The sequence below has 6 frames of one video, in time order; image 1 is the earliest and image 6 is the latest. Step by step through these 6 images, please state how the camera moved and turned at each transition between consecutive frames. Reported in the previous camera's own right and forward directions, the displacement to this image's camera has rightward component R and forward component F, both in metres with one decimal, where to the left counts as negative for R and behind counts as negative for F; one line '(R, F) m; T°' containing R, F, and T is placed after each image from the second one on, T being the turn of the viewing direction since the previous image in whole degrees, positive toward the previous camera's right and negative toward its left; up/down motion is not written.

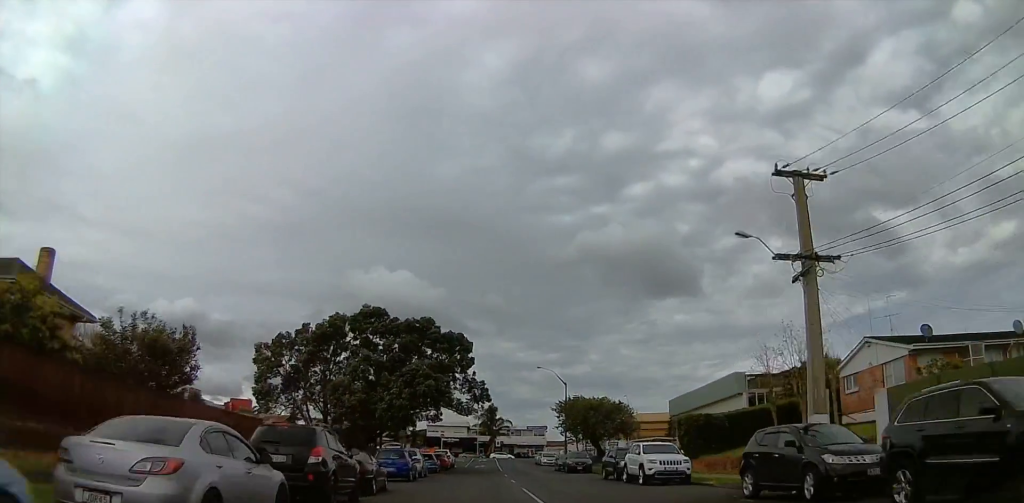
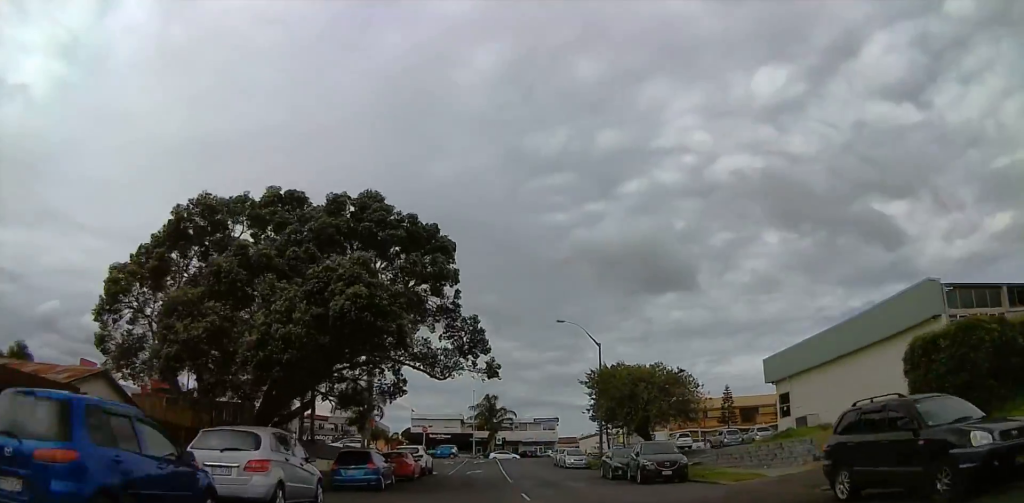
(-0.5, +23.6) m; 0°
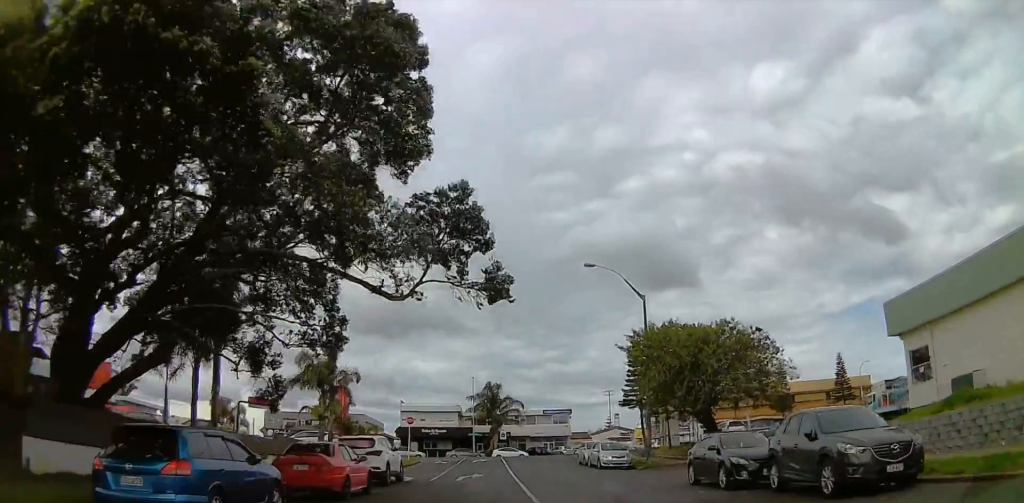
(+0.3, +14.2) m; 0°
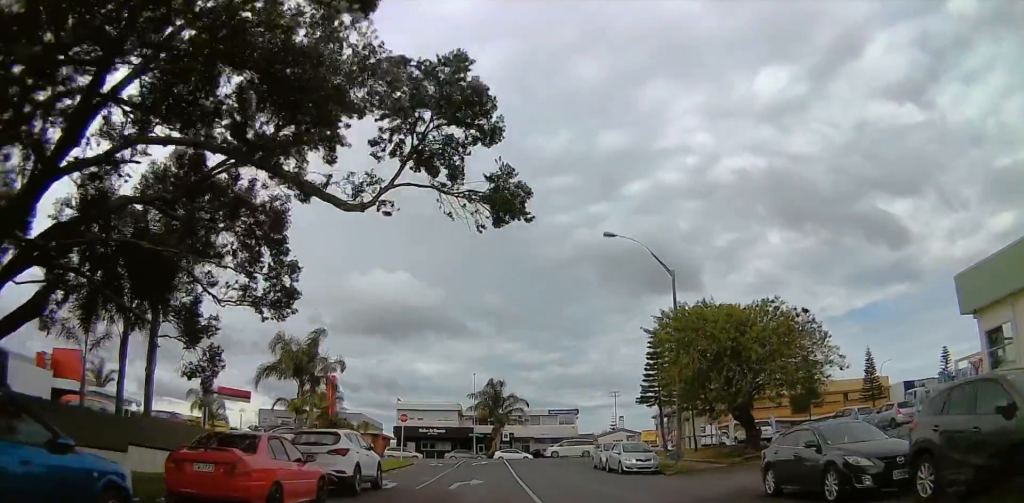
(+0.2, +5.4) m; -2°
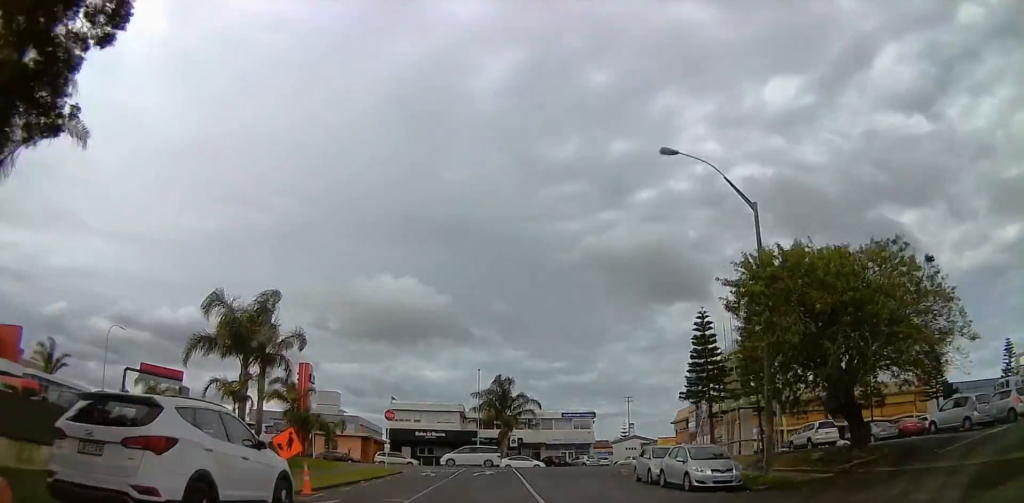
(-0.5, +9.4) m; -3°
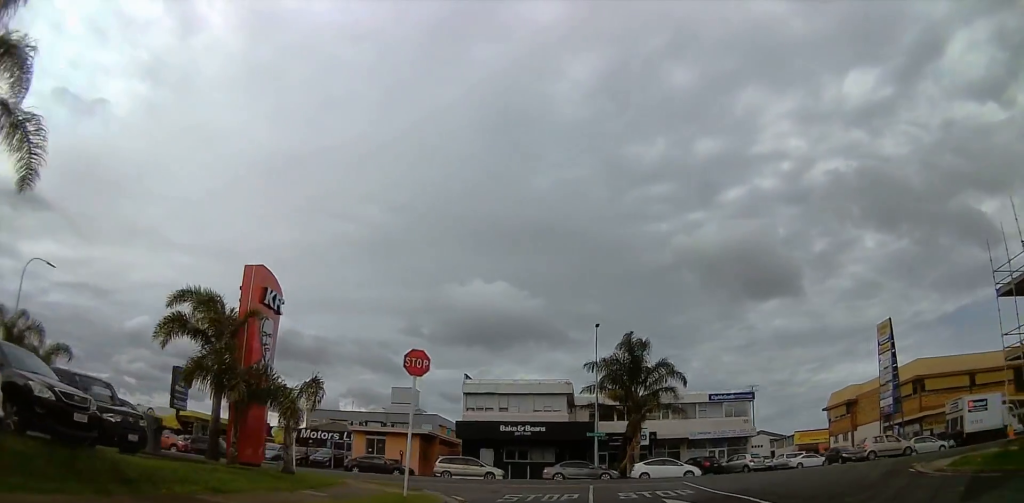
(-0.4, +24.3) m; -1°
